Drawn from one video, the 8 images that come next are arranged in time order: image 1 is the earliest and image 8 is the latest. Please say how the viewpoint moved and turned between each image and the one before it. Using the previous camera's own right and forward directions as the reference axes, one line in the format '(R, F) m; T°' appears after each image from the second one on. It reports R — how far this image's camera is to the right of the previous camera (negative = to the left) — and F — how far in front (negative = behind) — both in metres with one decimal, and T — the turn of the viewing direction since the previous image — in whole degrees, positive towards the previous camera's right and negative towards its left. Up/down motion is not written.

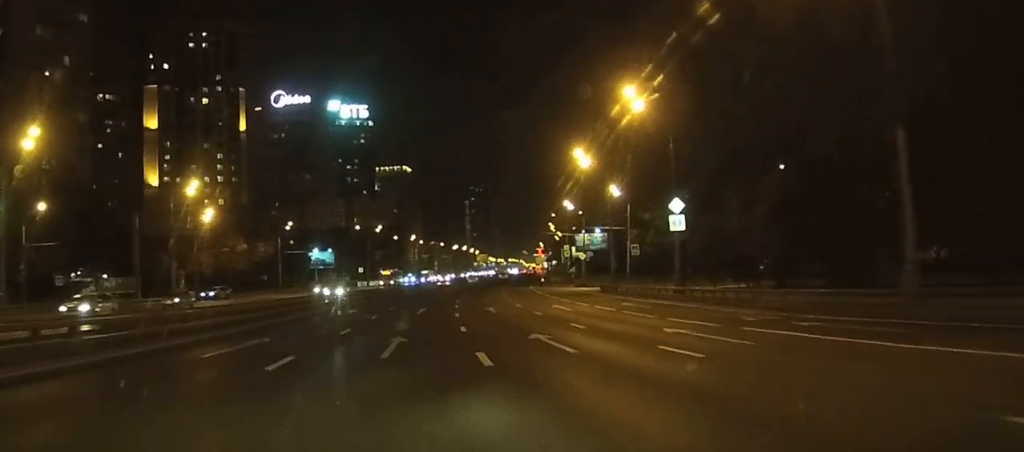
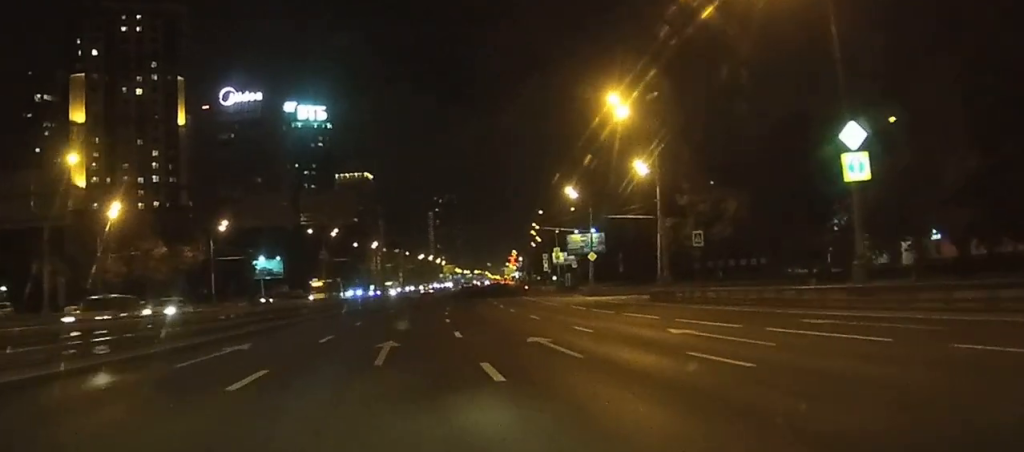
(+0.6, +26.5) m; +2°
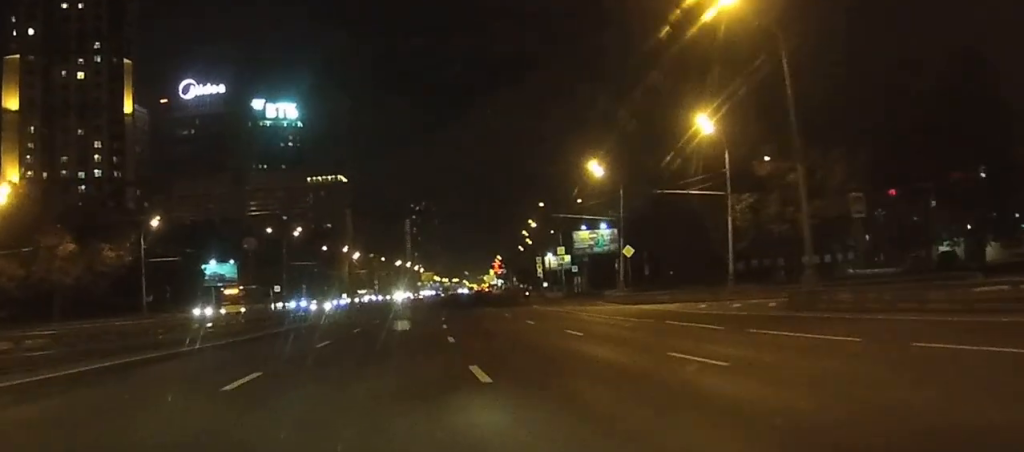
(+0.3, +23.3) m; +1°
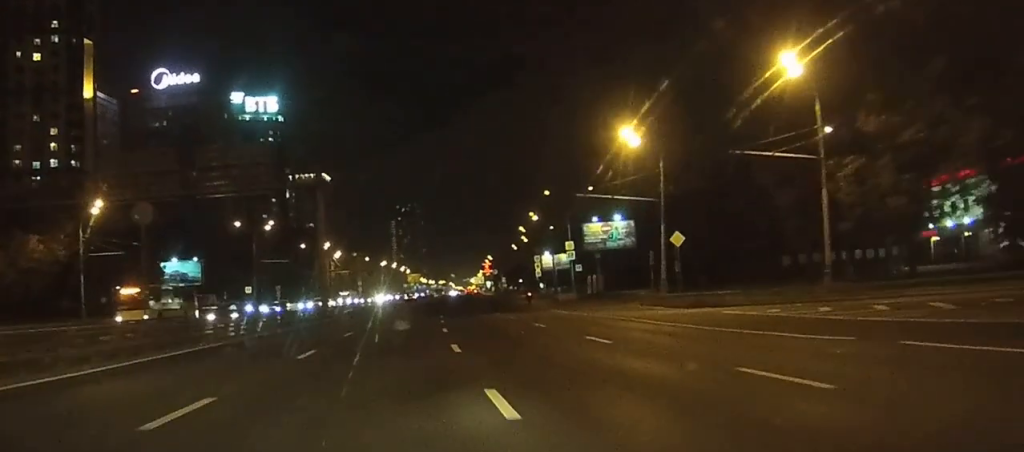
(+0.2, +15.7) m; +1°
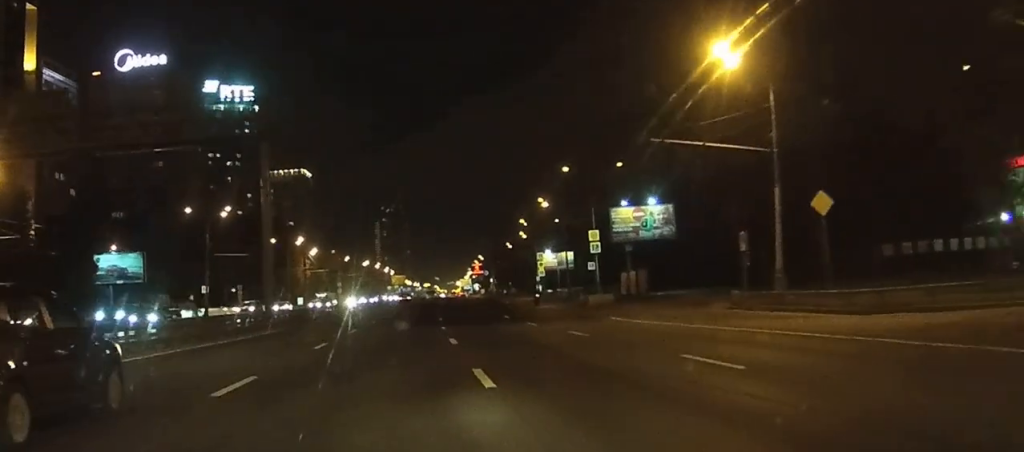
(0.0, +20.9) m; +1°
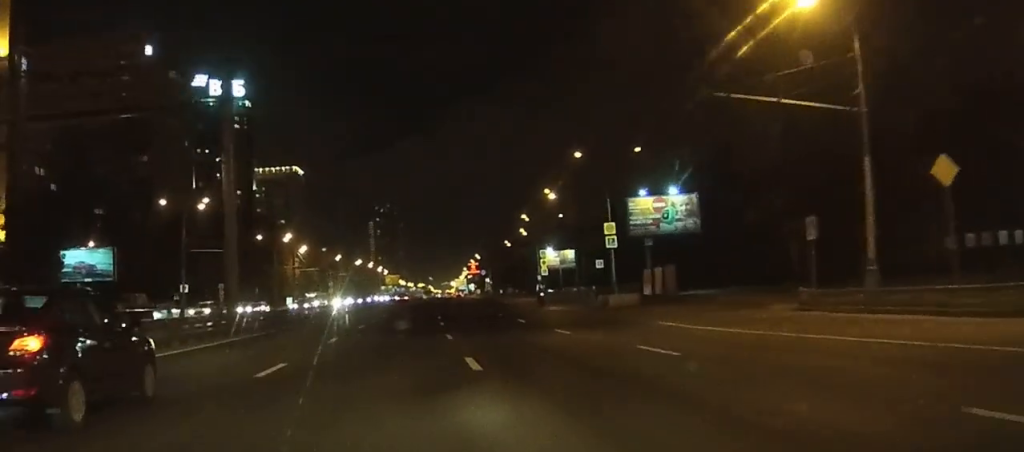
(+0.1, +8.7) m; 0°
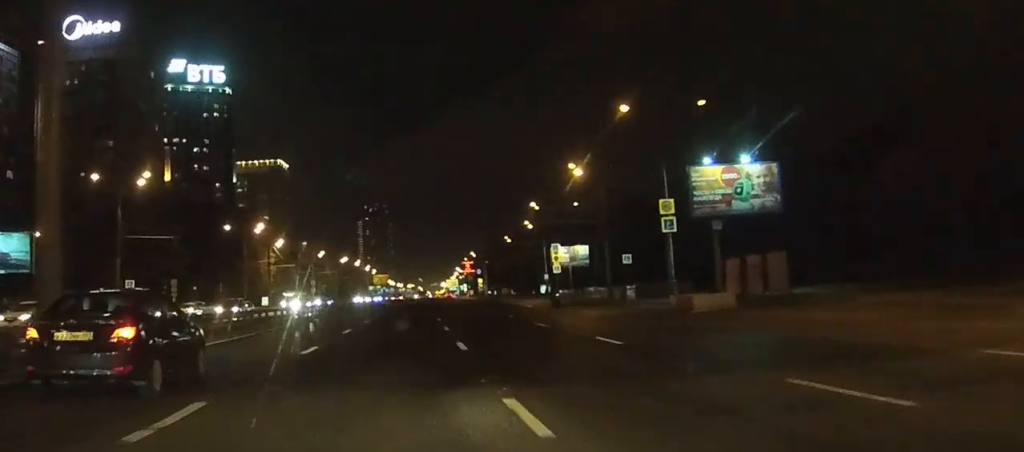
(+0.2, +19.0) m; +1°
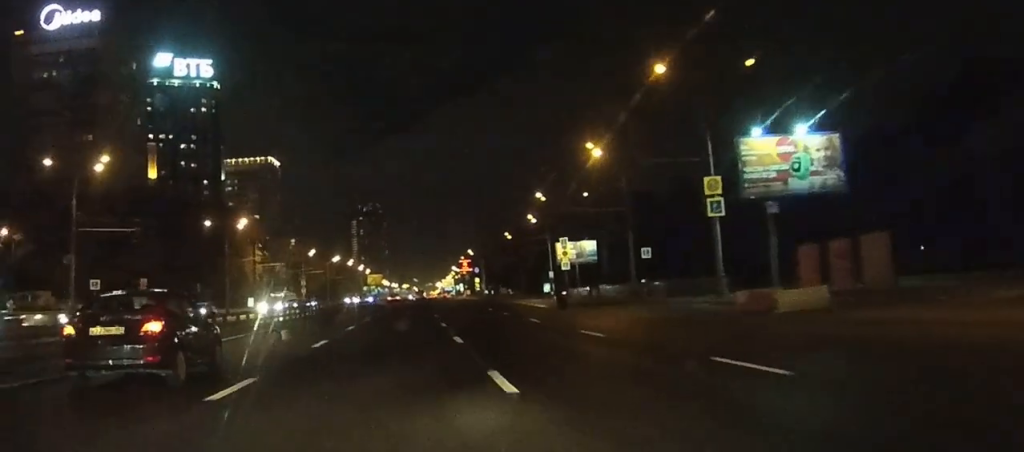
(0.0, +9.5) m; 0°
